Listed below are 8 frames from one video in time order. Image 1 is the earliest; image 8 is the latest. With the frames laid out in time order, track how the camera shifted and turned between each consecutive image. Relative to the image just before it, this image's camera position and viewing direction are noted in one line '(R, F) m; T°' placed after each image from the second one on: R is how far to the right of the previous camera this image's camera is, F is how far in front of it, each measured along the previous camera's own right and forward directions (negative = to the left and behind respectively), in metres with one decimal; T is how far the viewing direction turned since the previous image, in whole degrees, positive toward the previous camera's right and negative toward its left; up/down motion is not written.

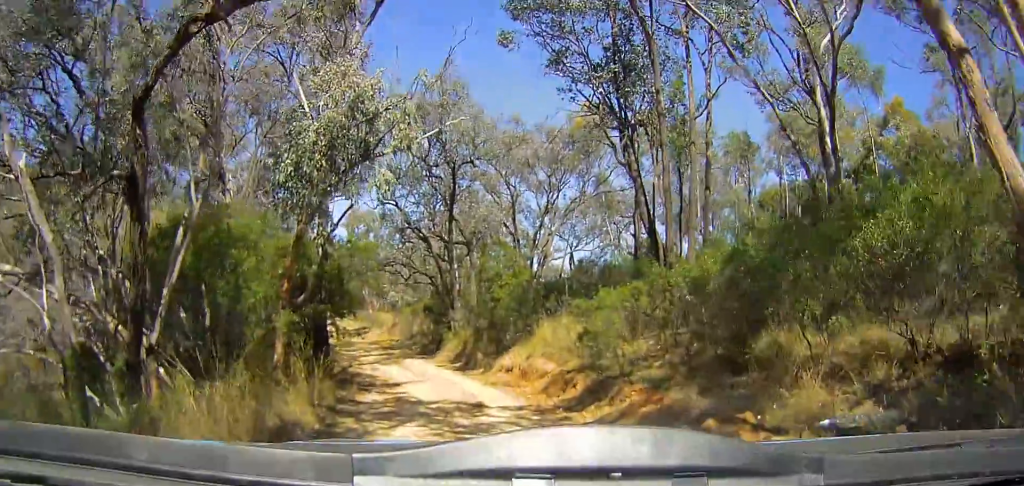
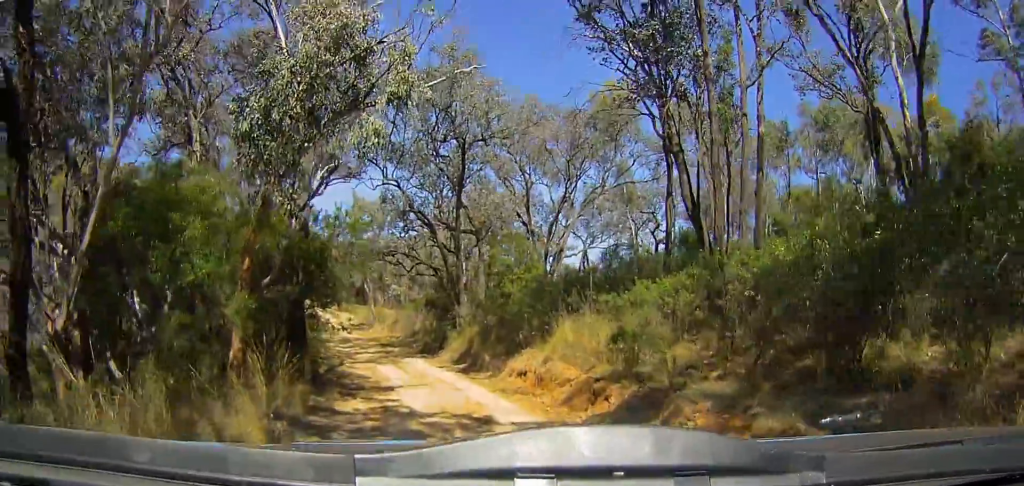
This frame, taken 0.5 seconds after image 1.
(-0.3, +2.9) m; -1°
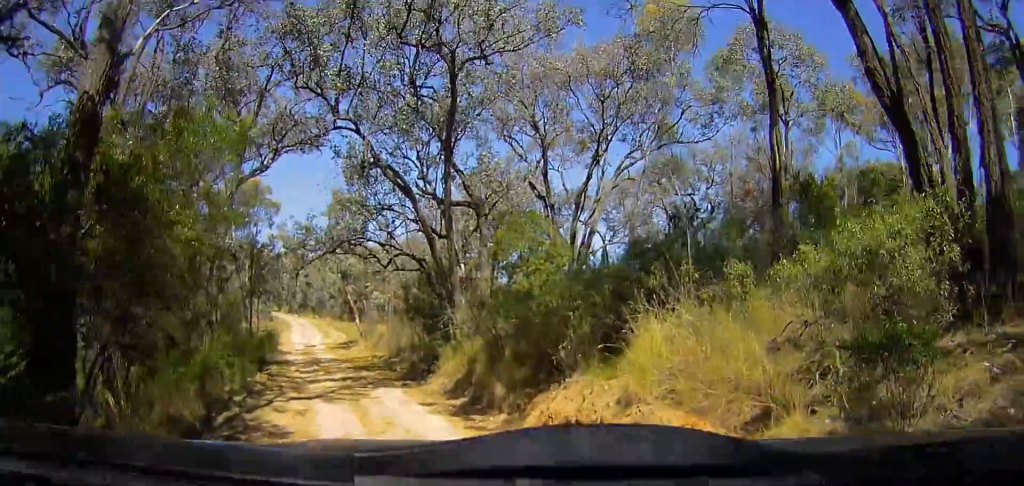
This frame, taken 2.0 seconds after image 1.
(+0.1, +8.2) m; 0°
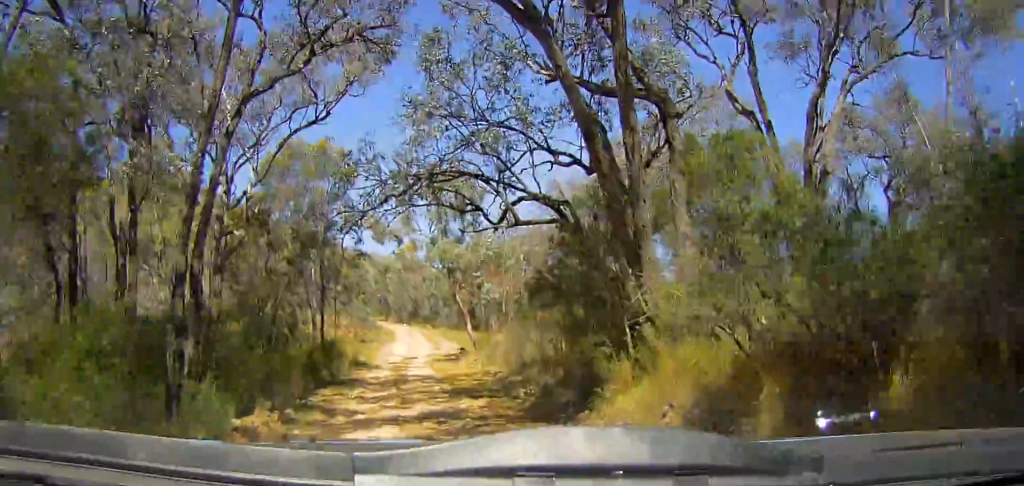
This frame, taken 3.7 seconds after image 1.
(-0.3, +8.7) m; -10°
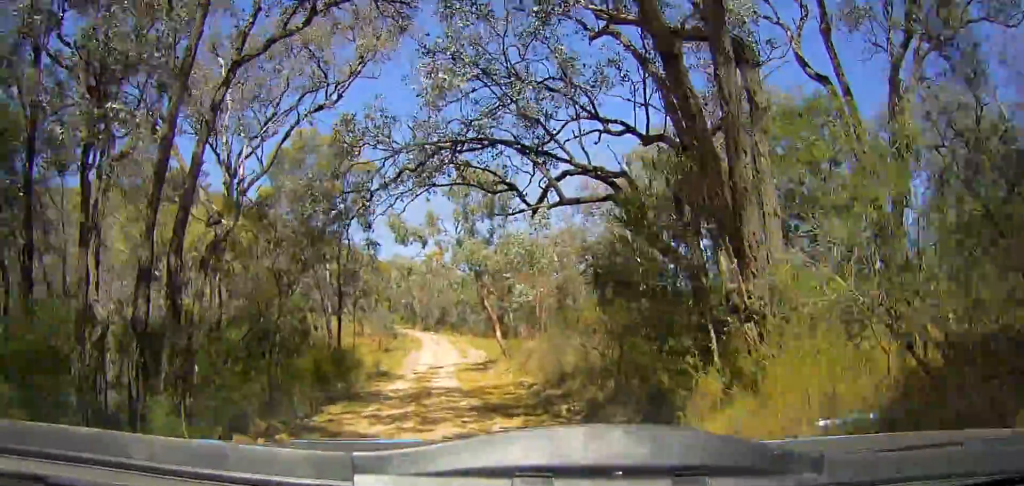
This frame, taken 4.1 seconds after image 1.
(-0.2, +2.2) m; -3°
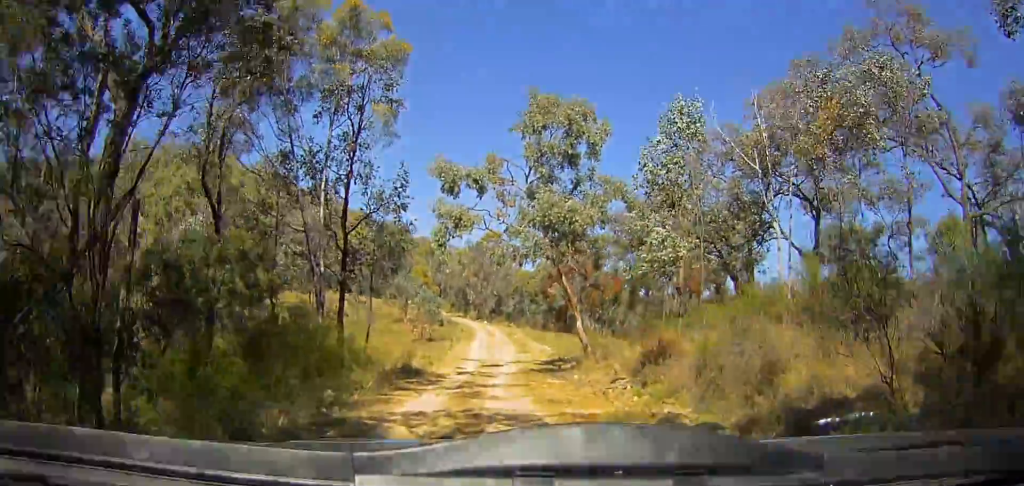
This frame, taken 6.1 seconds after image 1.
(-0.5, +9.9) m; +3°
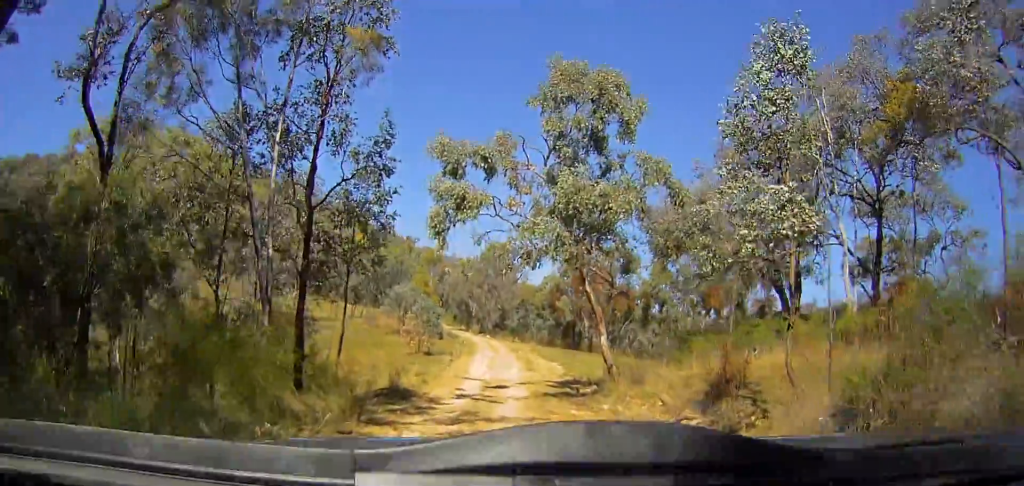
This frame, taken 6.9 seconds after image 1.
(+0.4, +4.6) m; +3°
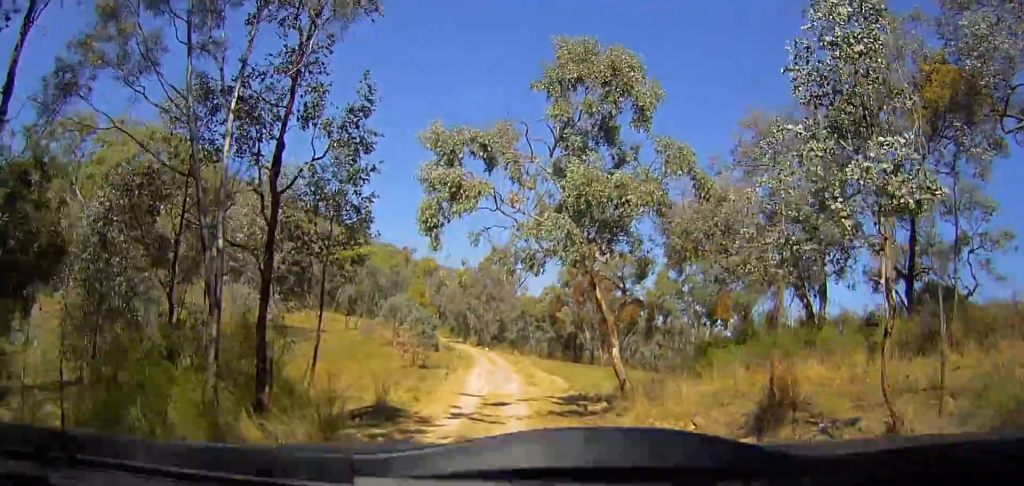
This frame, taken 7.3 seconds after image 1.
(-0.1, +2.4) m; -1°
